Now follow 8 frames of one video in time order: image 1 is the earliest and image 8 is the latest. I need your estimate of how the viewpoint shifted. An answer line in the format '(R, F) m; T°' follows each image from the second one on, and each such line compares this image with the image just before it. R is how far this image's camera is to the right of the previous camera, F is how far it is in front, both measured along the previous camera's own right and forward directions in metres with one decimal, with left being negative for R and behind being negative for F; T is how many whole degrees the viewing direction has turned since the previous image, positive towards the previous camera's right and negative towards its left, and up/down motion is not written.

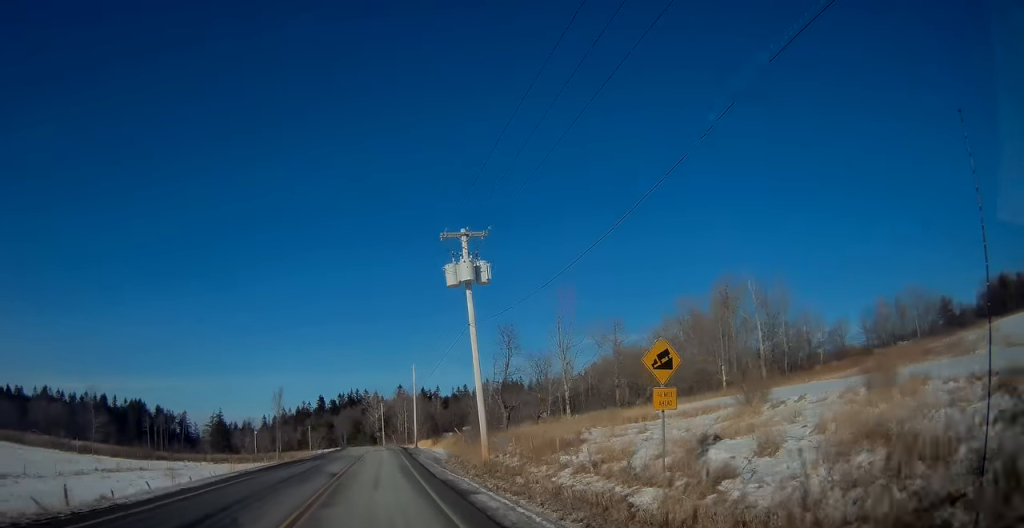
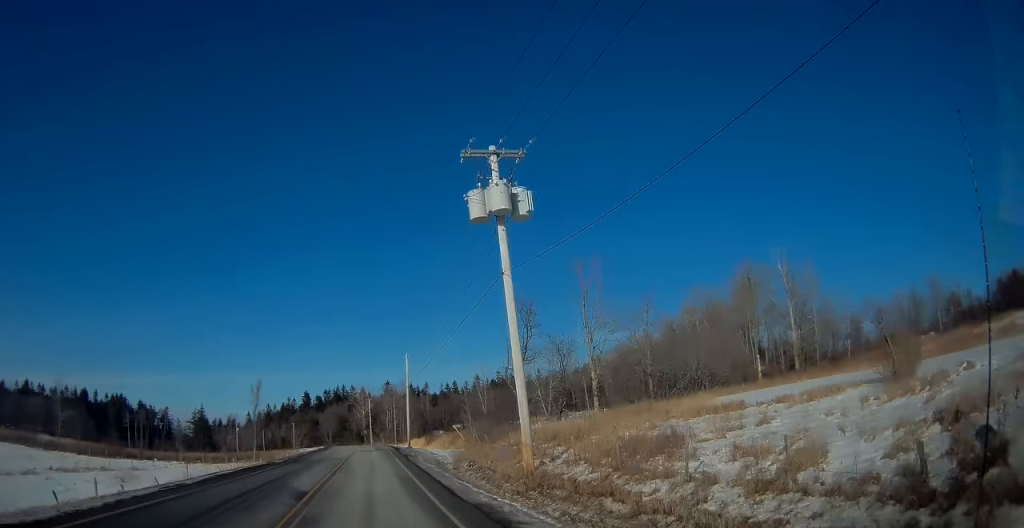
(+0.1, +9.1) m; +1°
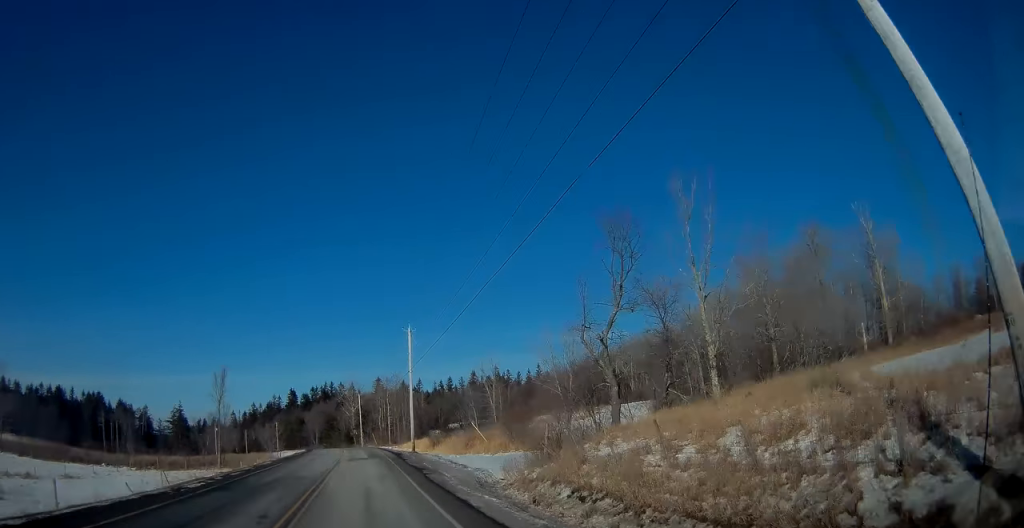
(+0.2, +16.5) m; +1°
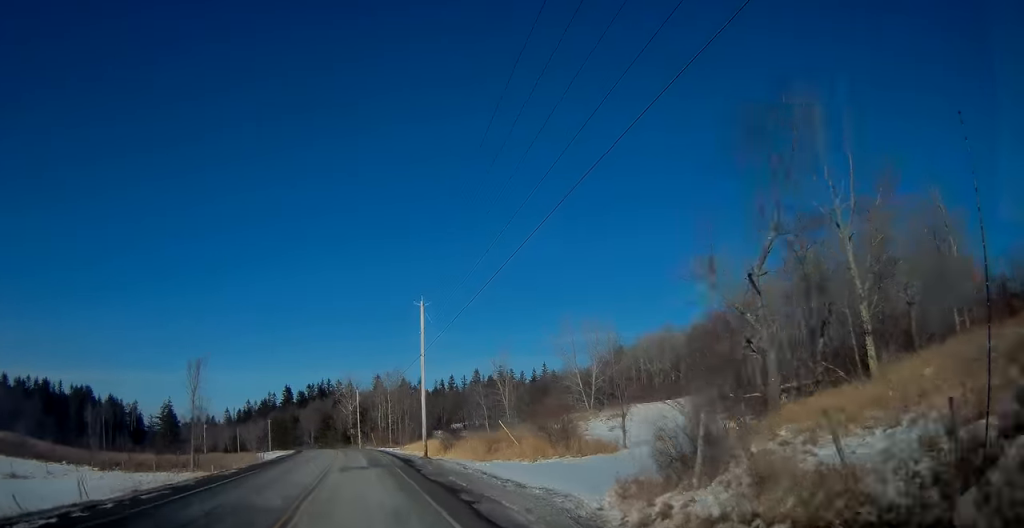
(0.0, +10.4) m; +1°
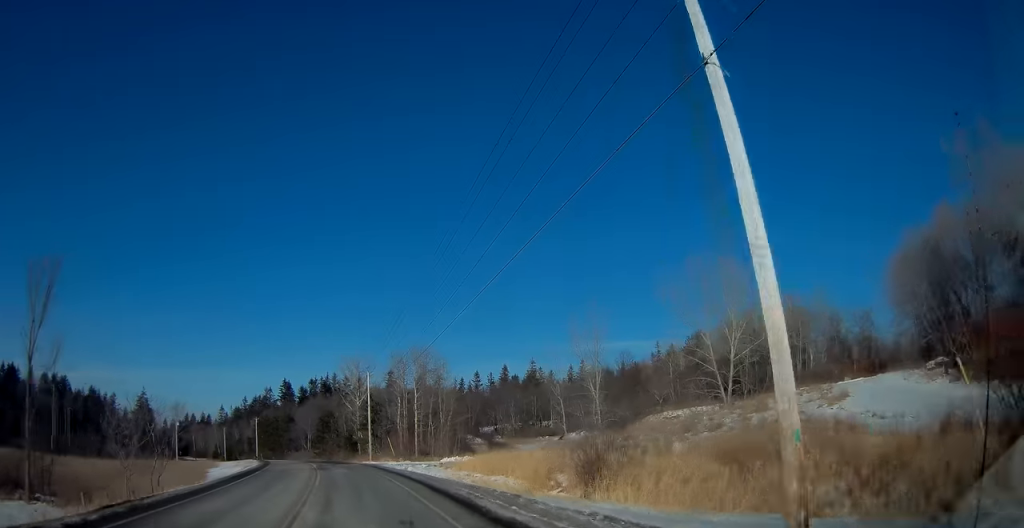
(+0.5, +33.1) m; 0°
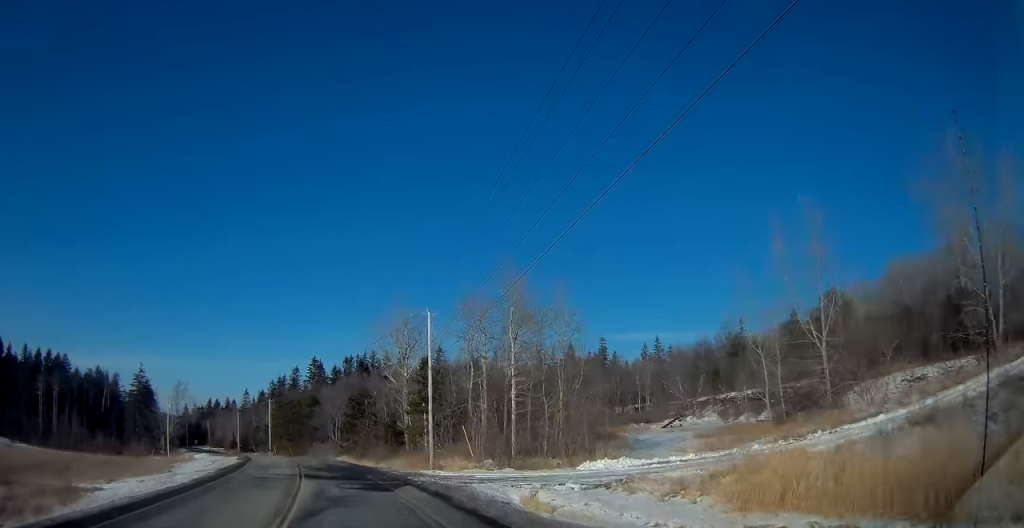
(-0.4, +29.3) m; -3°
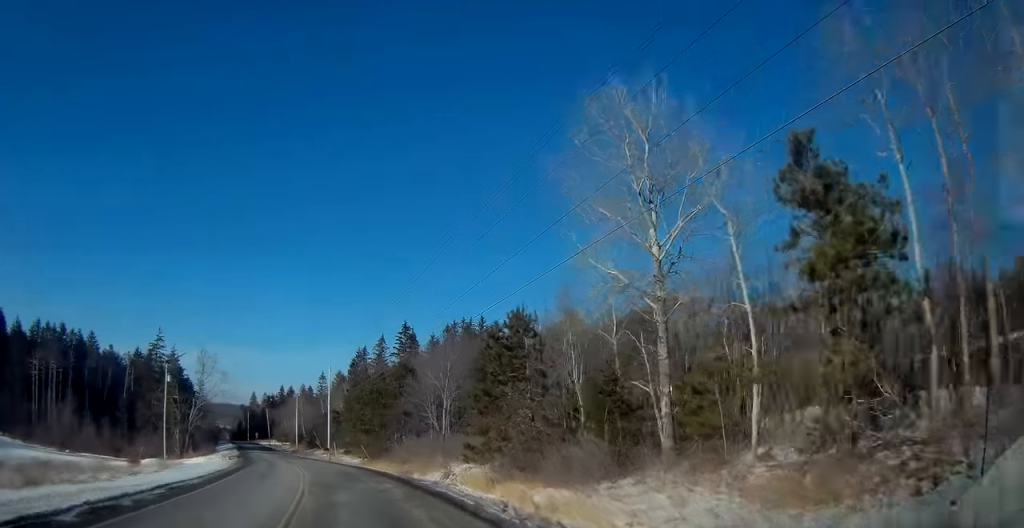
(-2.0, +40.2) m; -8°
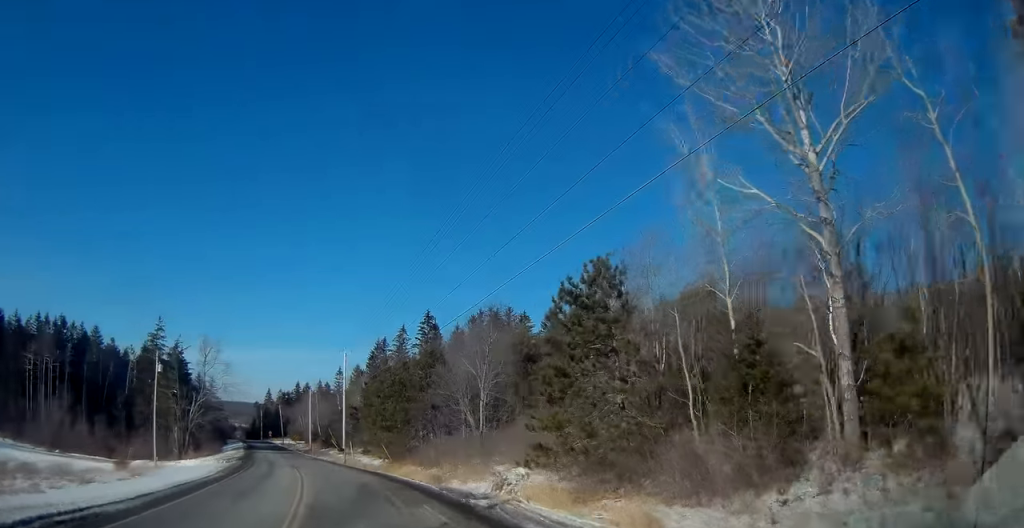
(-0.3, +8.8) m; -2°
